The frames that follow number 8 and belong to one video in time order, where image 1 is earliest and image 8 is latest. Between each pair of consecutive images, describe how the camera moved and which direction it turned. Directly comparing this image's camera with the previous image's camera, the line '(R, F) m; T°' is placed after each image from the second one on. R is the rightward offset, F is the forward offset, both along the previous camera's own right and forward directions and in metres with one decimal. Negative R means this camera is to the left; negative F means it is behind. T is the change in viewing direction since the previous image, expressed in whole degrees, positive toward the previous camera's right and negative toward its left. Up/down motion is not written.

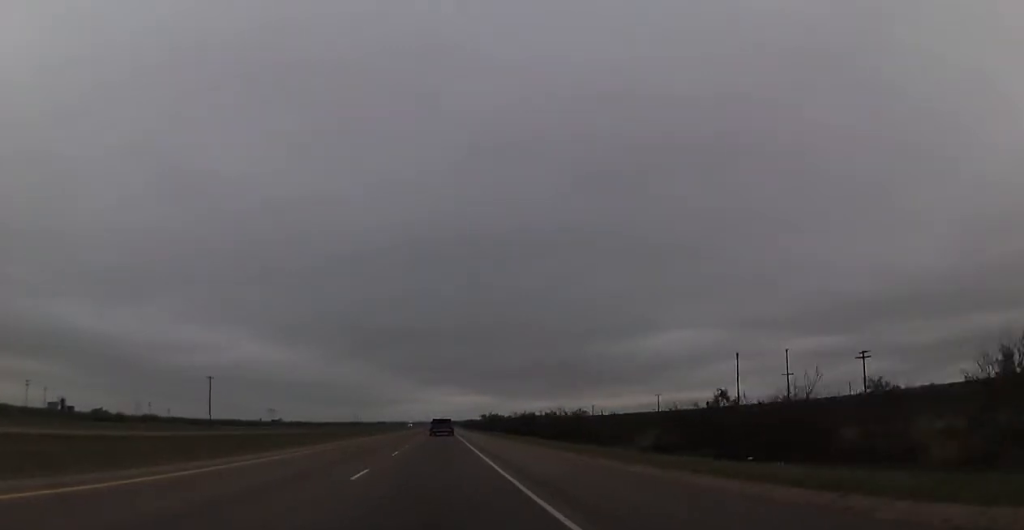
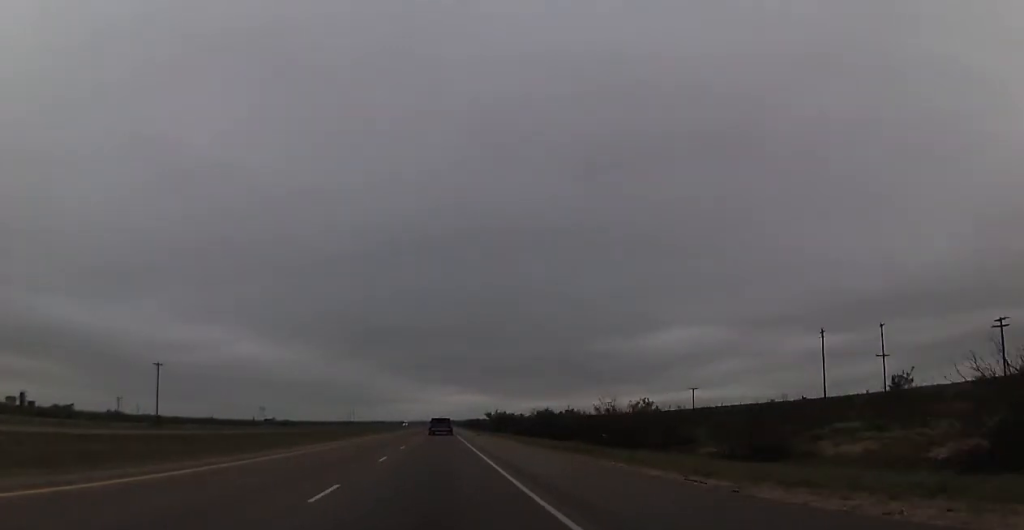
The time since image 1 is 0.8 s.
(0.0, +29.1) m; 0°
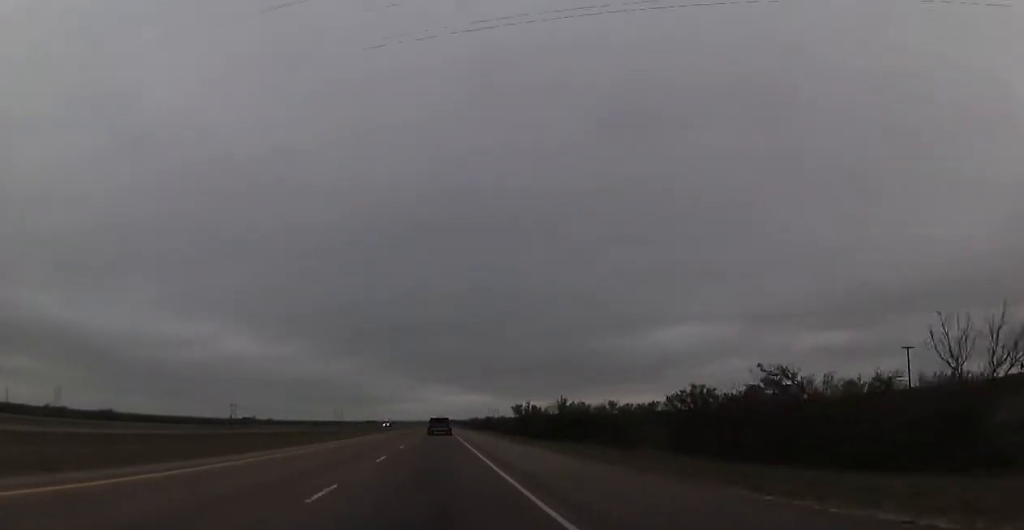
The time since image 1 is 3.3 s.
(-0.2, +85.0) m; 0°
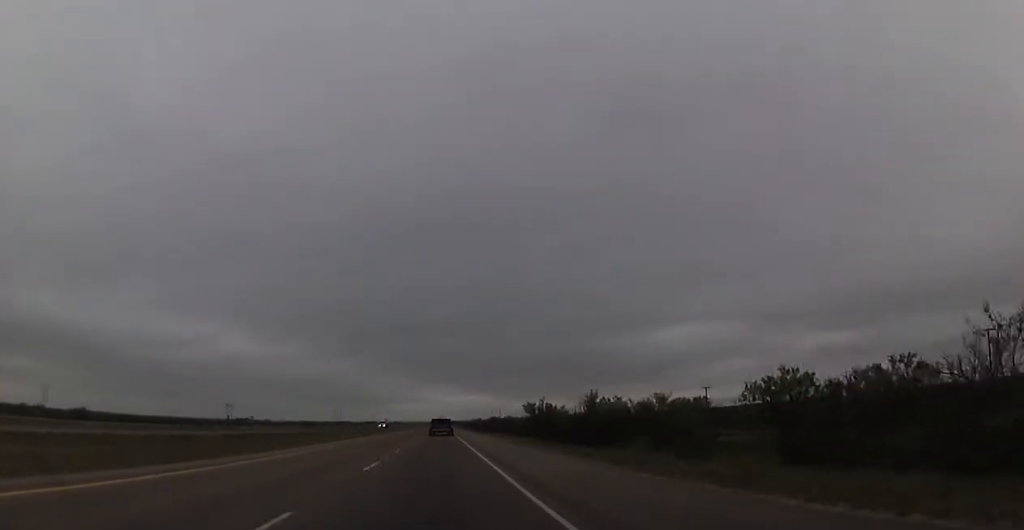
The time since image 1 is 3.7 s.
(0.0, +16.4) m; 0°
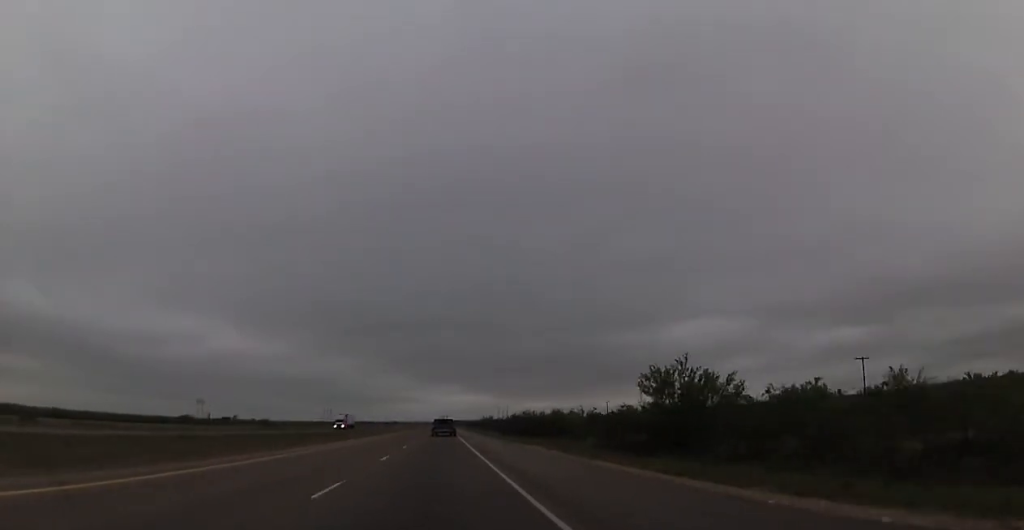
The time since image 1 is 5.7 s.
(+1.1, +67.9) m; +1°
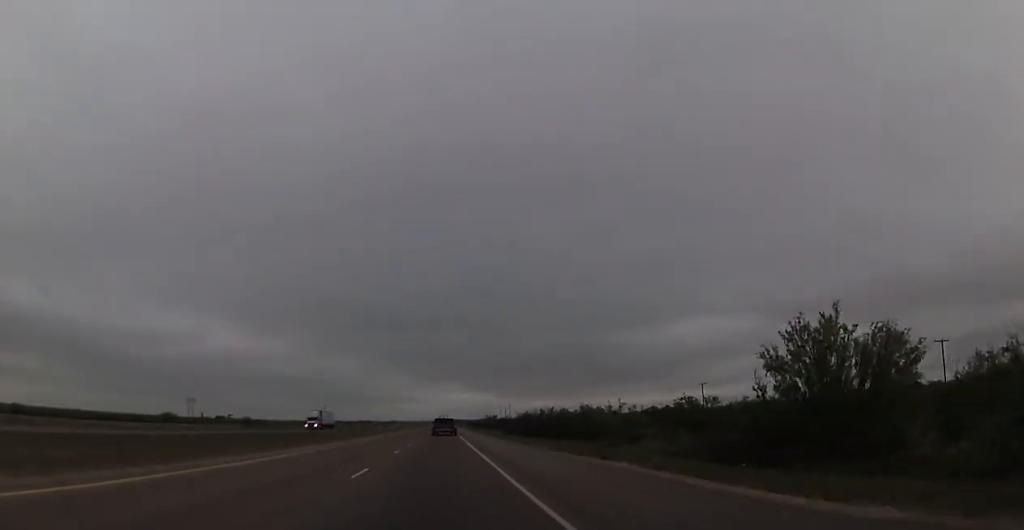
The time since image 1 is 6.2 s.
(-0.5, +19.9) m; -1°
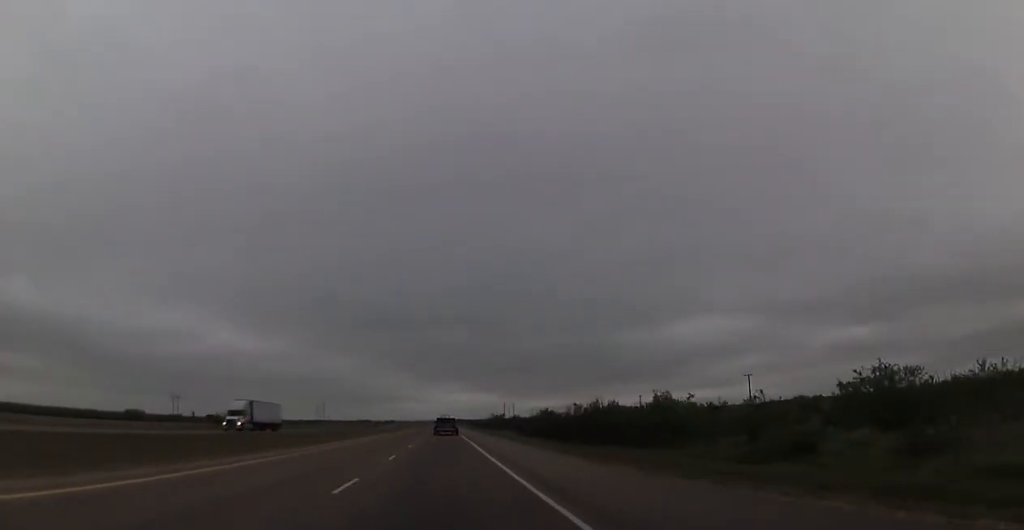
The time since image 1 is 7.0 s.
(-0.1, +28.1) m; -1°
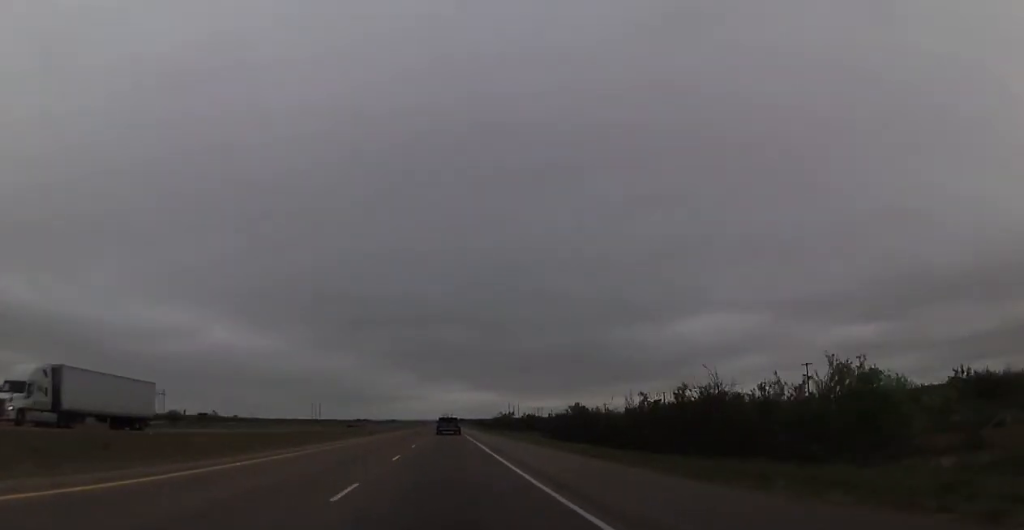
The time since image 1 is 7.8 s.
(0.0, +25.7) m; 0°
